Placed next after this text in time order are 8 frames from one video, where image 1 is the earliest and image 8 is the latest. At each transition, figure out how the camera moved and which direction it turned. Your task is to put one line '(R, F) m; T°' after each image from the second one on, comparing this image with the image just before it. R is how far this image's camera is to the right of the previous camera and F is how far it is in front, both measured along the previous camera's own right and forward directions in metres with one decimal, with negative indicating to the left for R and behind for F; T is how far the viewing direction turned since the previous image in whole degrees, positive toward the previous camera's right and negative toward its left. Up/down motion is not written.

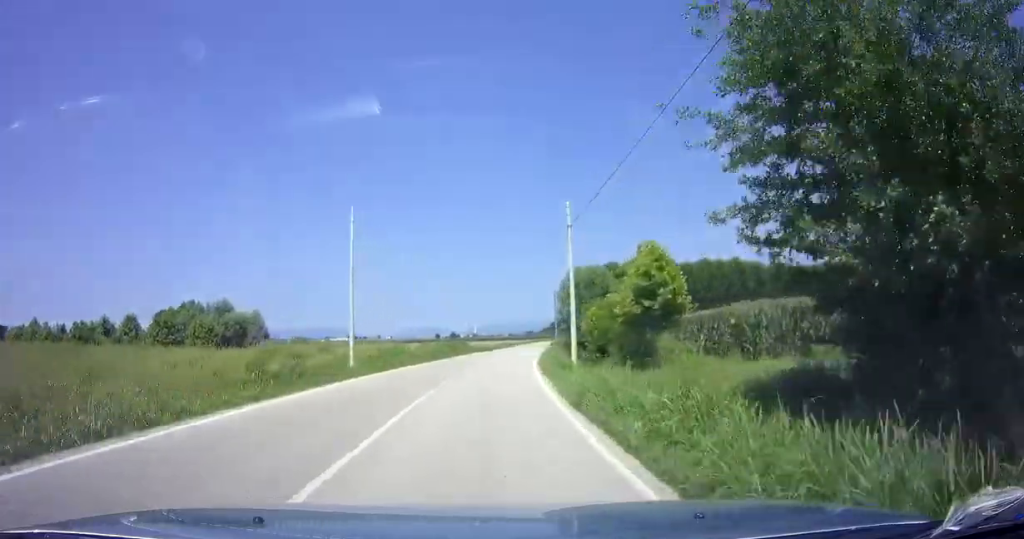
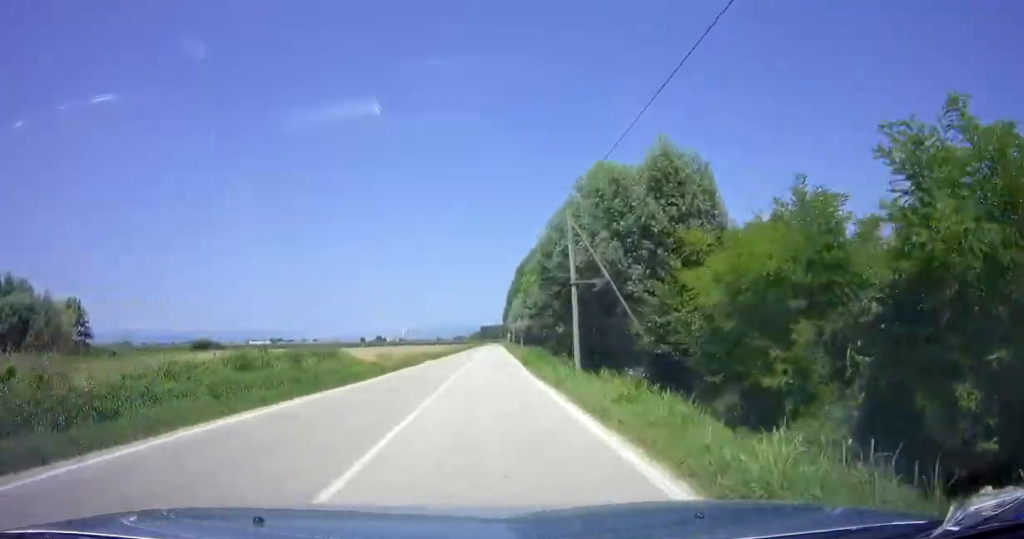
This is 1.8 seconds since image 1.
(+1.5, +41.9) m; +3°
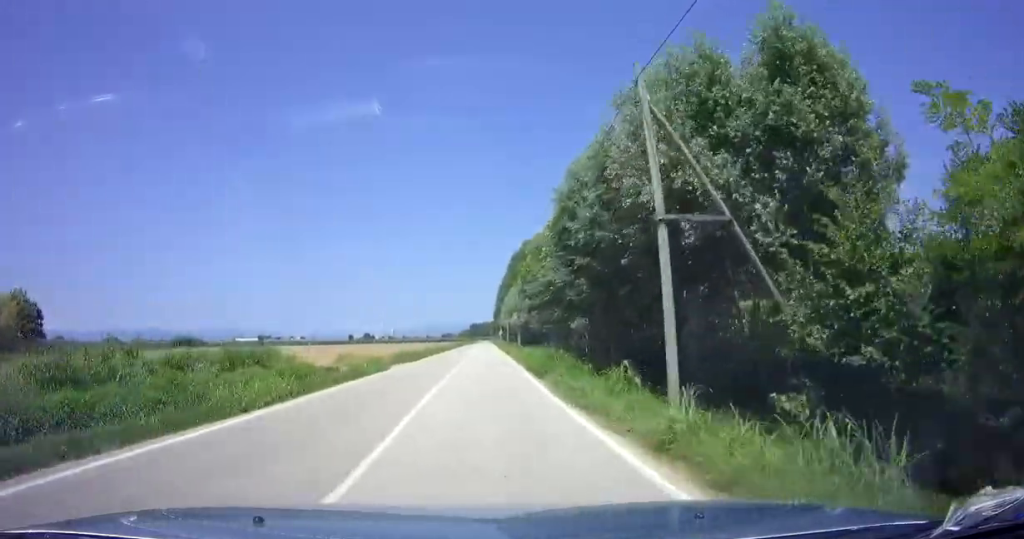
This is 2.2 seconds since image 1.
(+0.1, +10.1) m; 0°
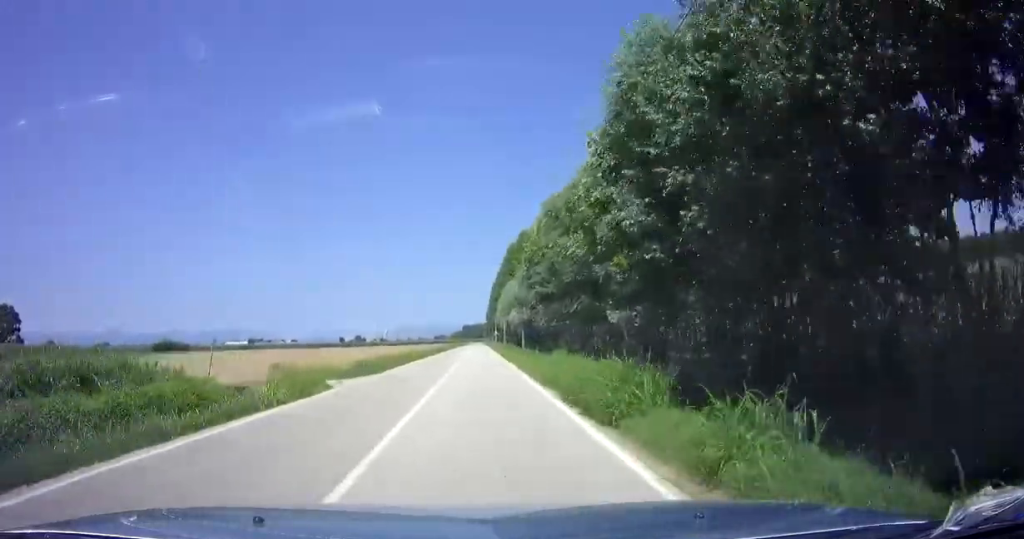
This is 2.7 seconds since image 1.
(0.0, +11.0) m; 0°
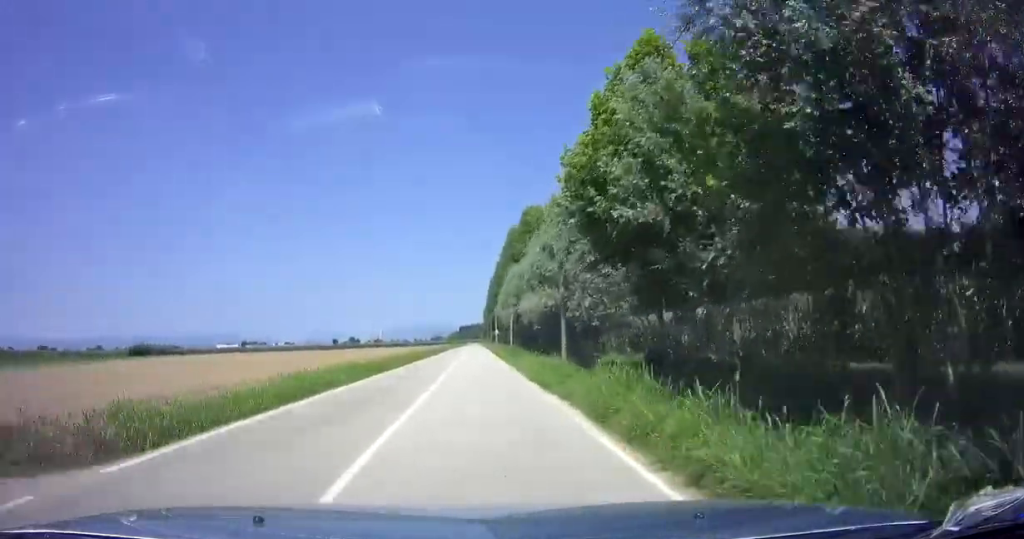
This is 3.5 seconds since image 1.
(0.0, +18.8) m; 0°
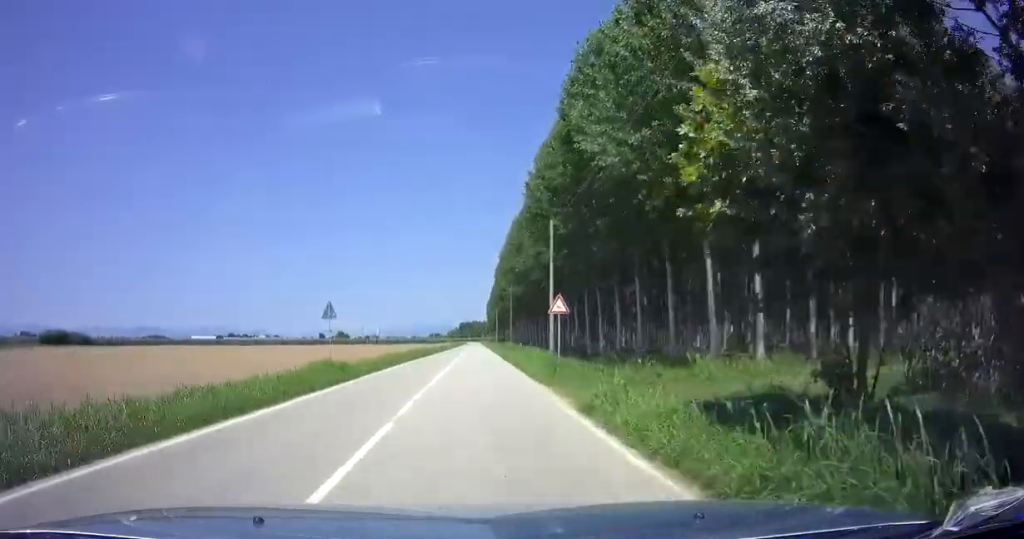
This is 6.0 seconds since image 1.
(+0.5, +59.7) m; +1°
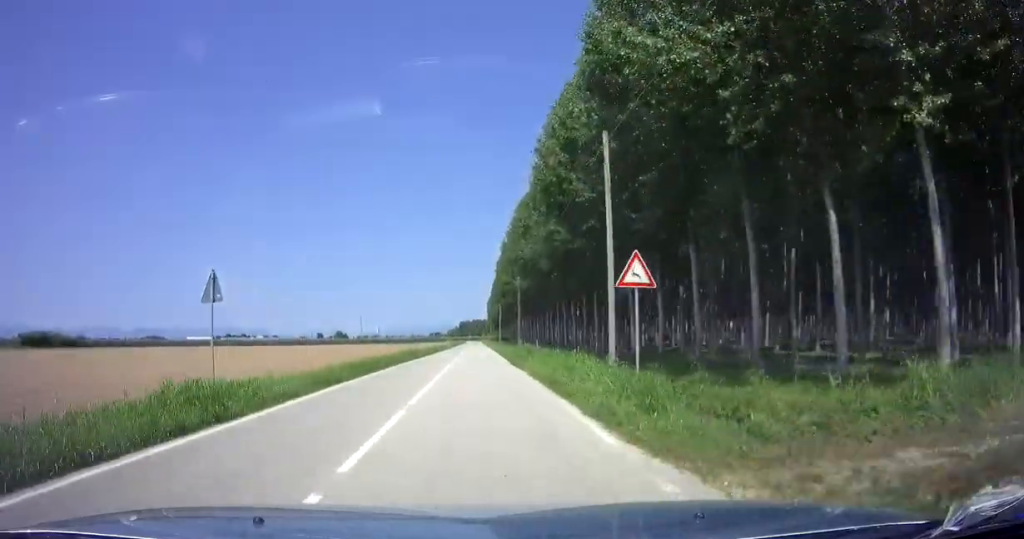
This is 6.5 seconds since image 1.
(-0.1, +10.2) m; 0°
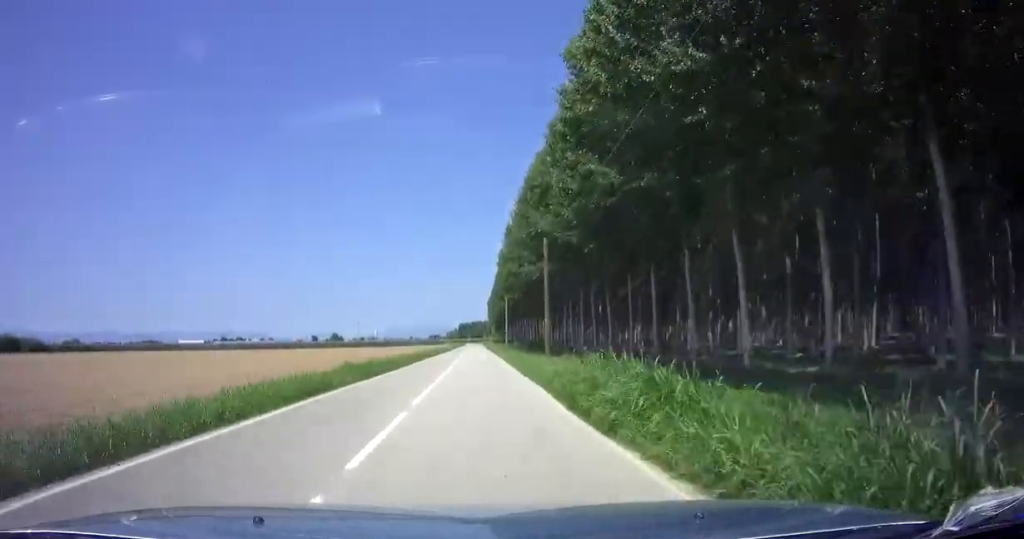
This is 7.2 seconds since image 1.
(-0.2, +17.3) m; 0°
